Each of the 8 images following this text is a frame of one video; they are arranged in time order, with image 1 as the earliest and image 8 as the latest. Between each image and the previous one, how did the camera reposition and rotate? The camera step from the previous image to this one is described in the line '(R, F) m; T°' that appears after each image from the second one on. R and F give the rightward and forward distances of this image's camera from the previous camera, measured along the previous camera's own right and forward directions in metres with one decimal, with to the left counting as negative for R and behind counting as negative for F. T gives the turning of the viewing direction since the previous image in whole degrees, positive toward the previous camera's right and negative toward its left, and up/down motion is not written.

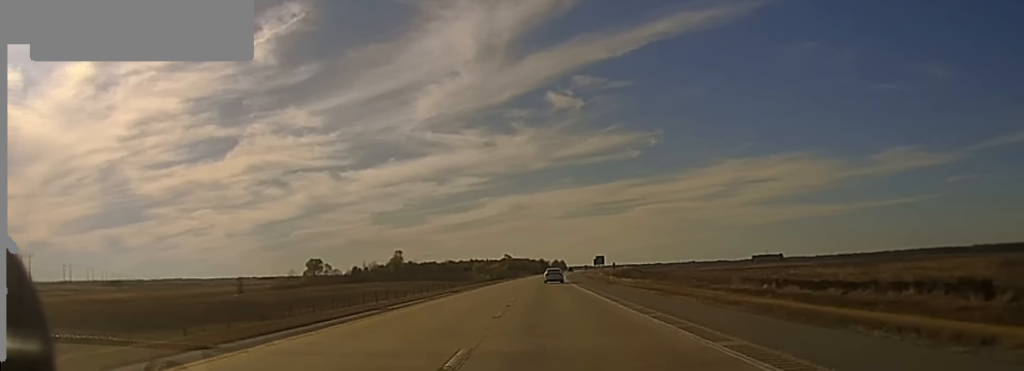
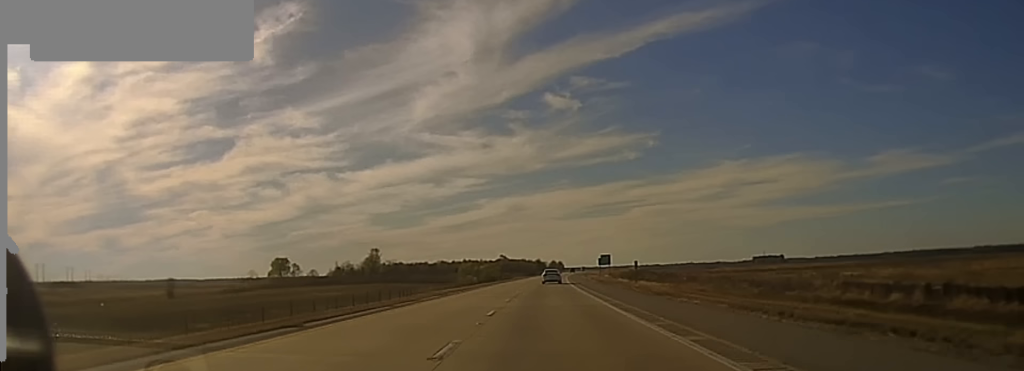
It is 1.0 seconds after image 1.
(-0.1, +34.9) m; 0°
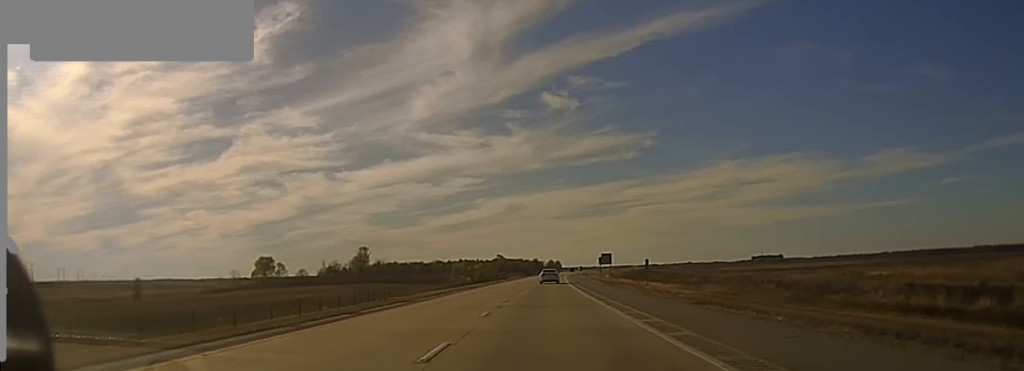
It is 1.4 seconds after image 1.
(0.0, +12.8) m; 0°
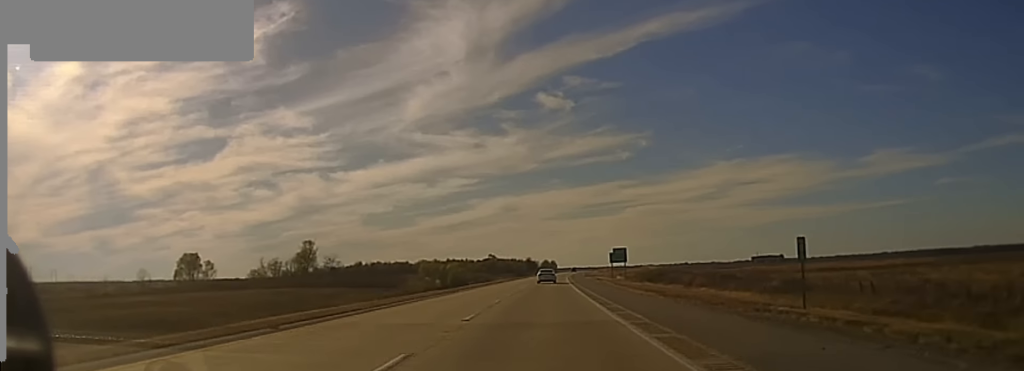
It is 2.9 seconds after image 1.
(+0.4, +43.8) m; 0°
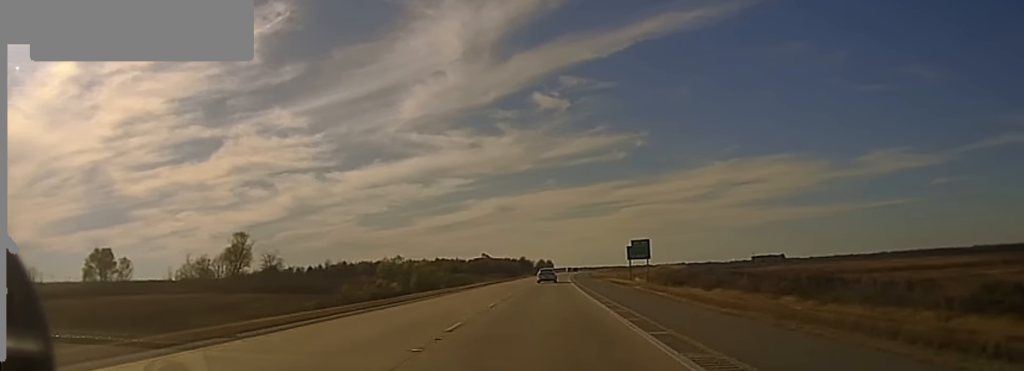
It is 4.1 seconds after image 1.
(-0.2, +37.2) m; 0°
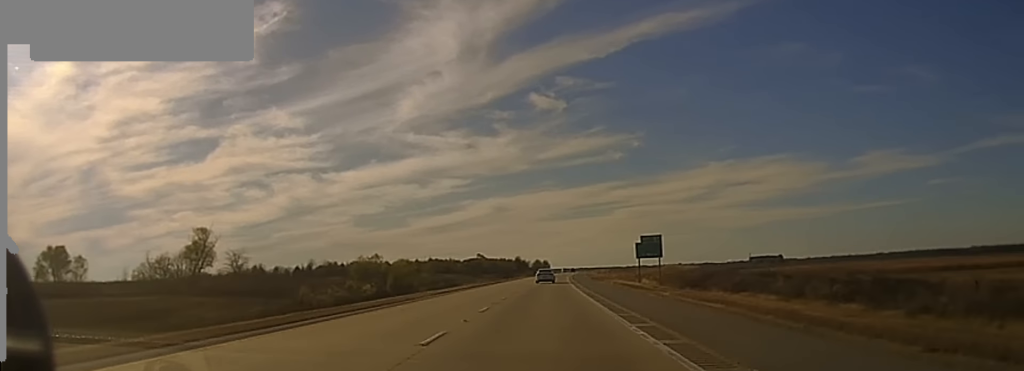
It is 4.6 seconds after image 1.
(0.0, +14.3) m; 0°
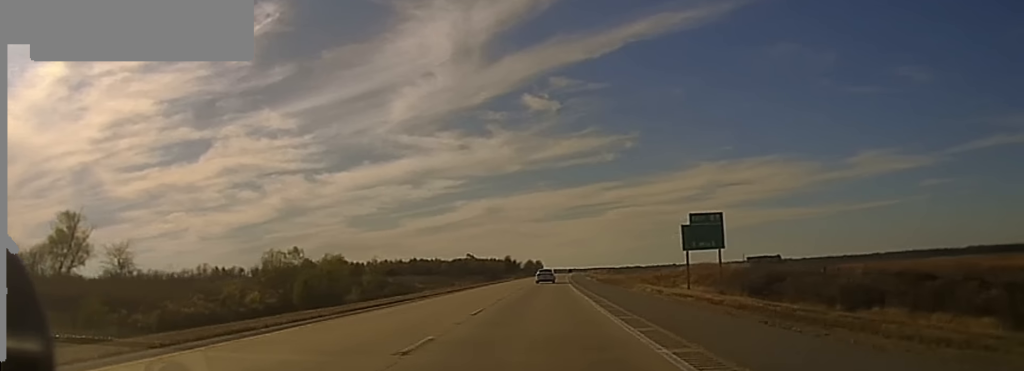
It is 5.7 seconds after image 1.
(+0.5, +40.9) m; +1°
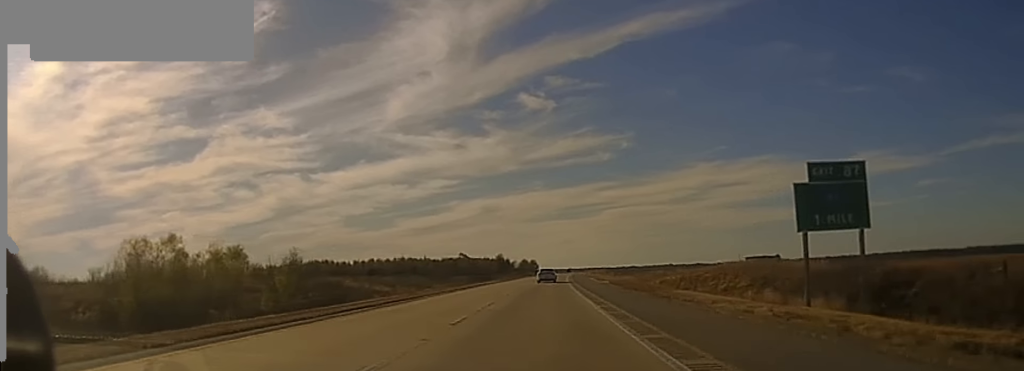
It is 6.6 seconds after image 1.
(+0.1, +32.5) m; 0°
